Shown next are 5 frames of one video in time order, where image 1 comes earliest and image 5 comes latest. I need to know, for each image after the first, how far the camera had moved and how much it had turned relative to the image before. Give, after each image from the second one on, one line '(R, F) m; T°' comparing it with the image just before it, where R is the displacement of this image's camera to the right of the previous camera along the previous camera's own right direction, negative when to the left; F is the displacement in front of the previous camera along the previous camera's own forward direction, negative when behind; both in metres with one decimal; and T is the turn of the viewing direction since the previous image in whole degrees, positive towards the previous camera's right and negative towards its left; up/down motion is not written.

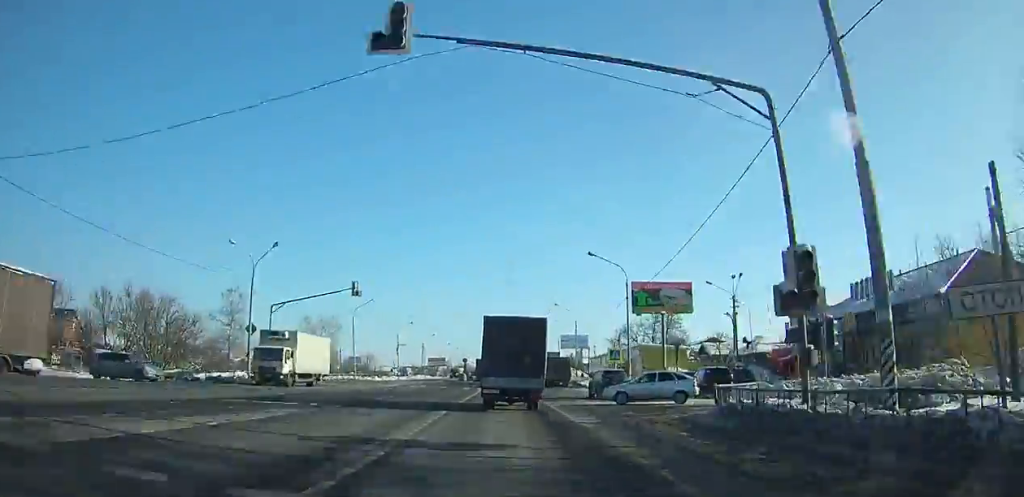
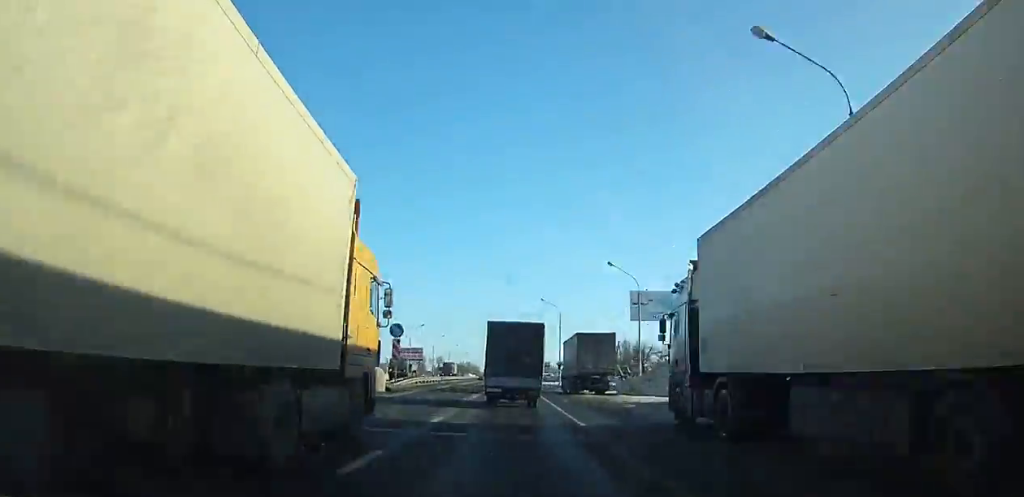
(-0.4, +69.0) m; 0°
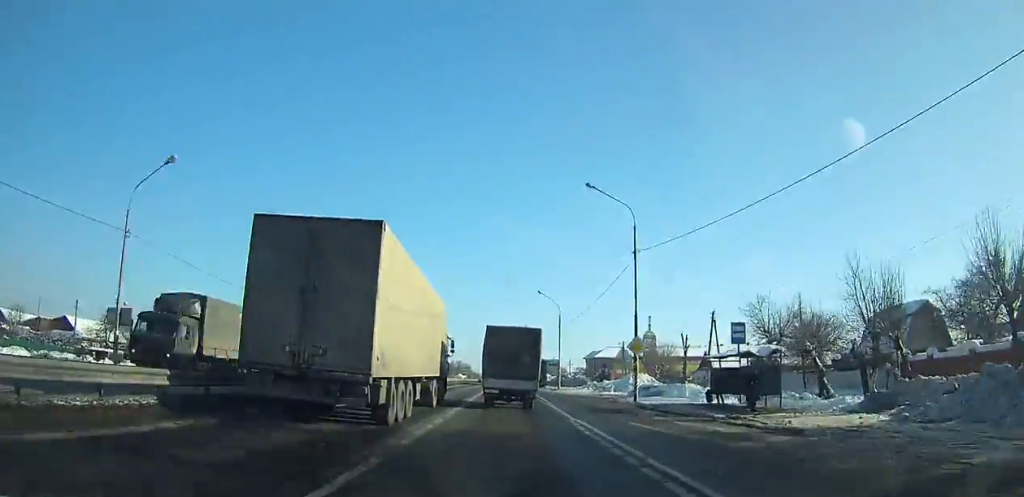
(+0.2, +53.6) m; 0°
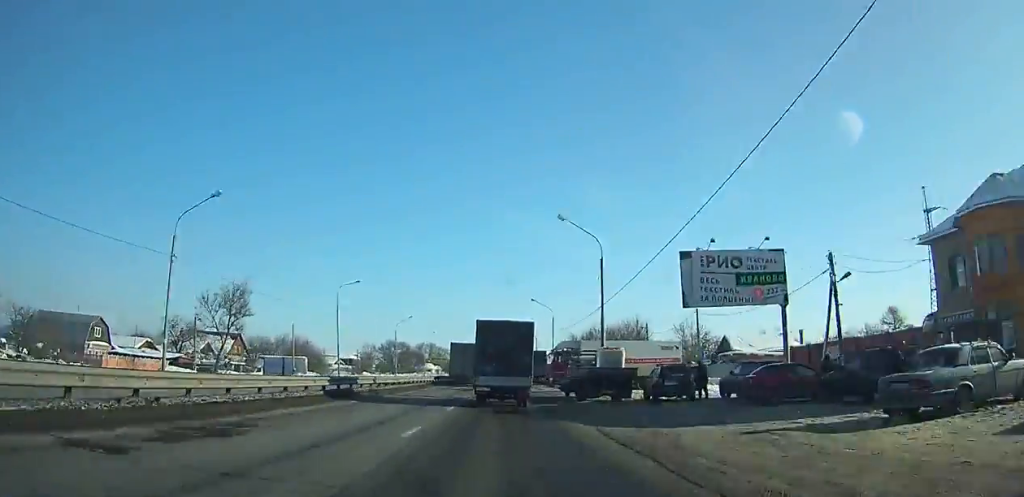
(+0.7, +144.2) m; 0°
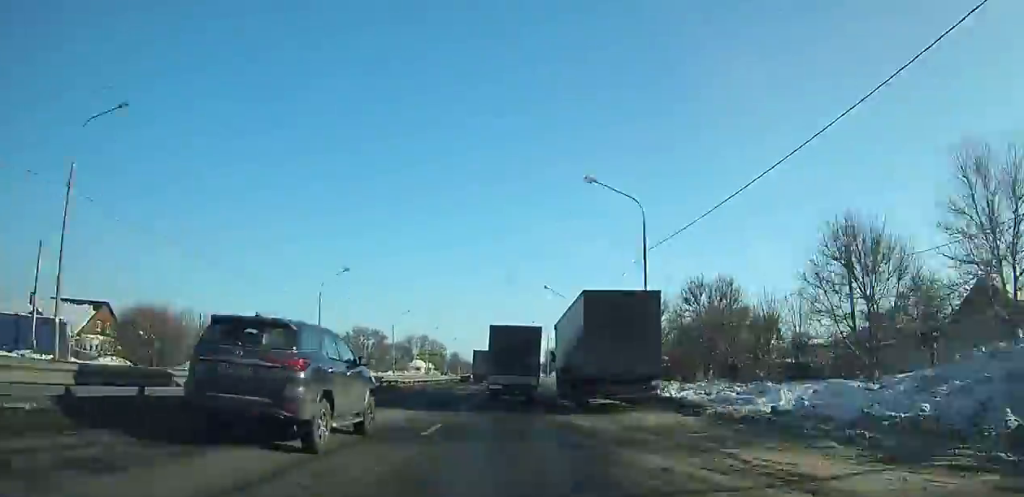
(-0.2, +49.4) m; 0°
